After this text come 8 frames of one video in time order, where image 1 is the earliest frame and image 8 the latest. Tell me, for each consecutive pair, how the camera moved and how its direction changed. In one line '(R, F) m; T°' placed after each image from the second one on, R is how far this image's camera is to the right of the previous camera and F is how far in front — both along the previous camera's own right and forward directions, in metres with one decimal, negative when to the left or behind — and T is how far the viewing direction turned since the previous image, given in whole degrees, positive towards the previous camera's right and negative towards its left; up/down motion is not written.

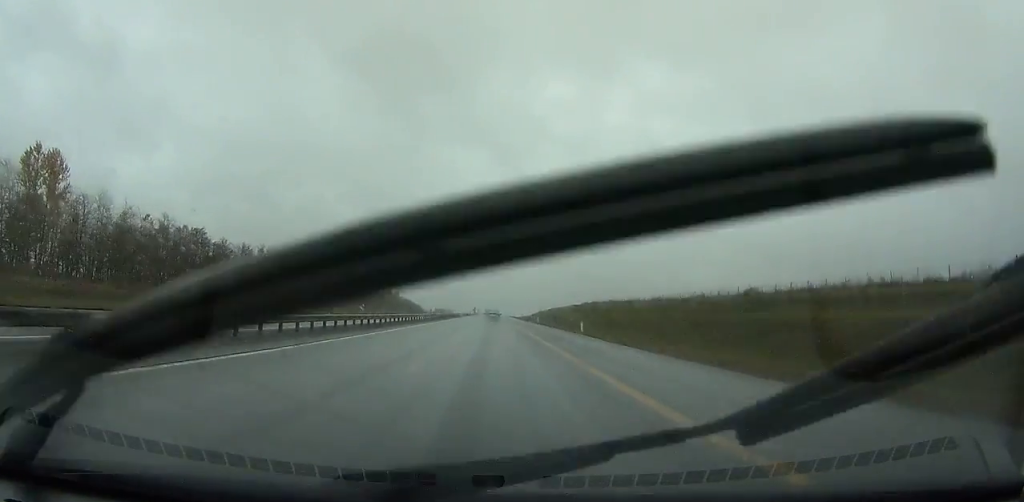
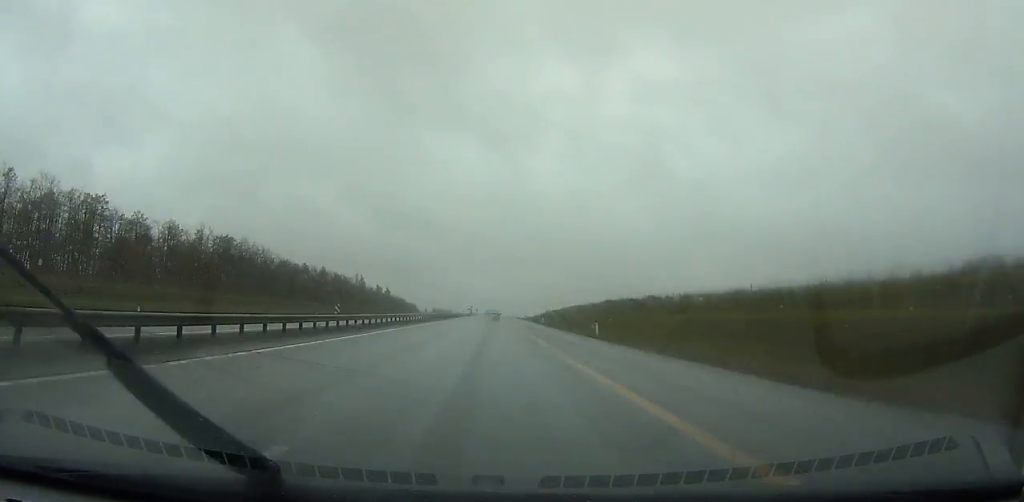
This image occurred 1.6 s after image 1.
(+0.1, +45.4) m; 0°
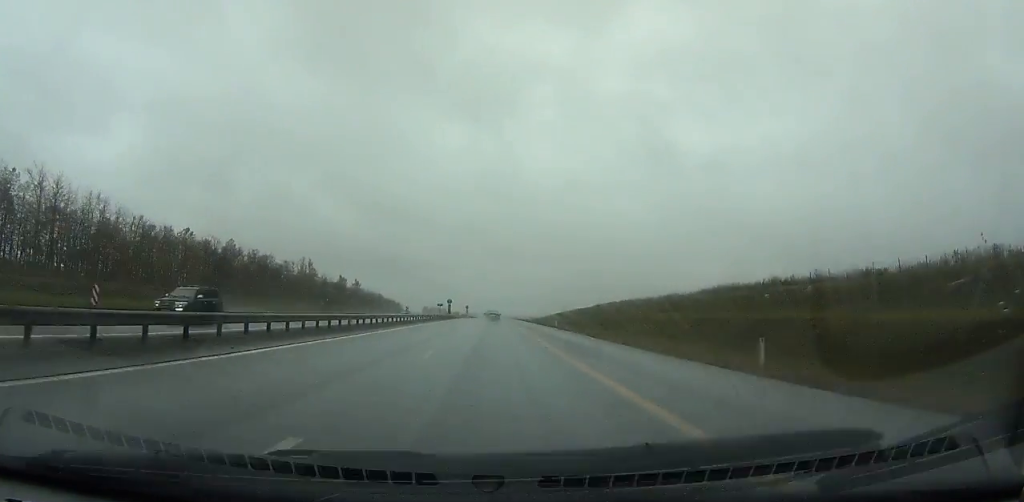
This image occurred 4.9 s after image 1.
(+0.1, +94.5) m; 0°
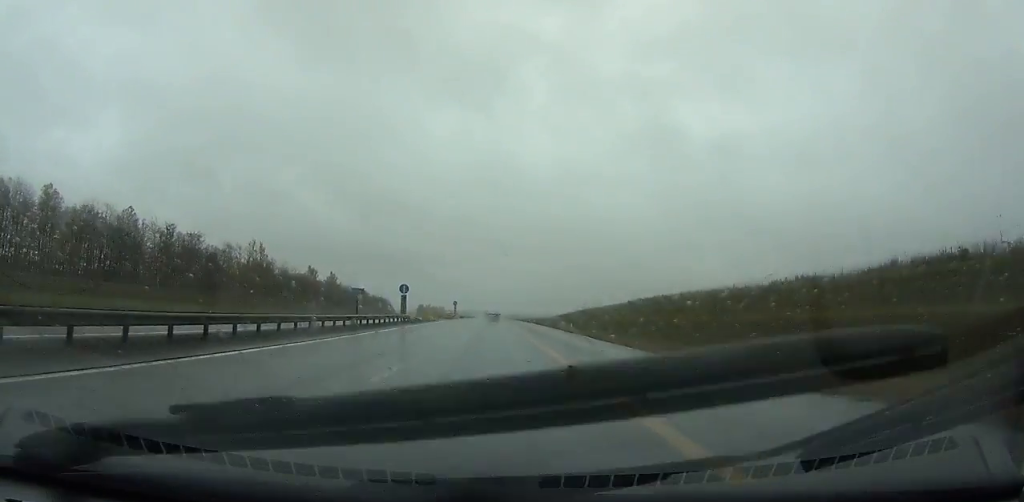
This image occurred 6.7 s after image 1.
(0.0, +51.9) m; 0°
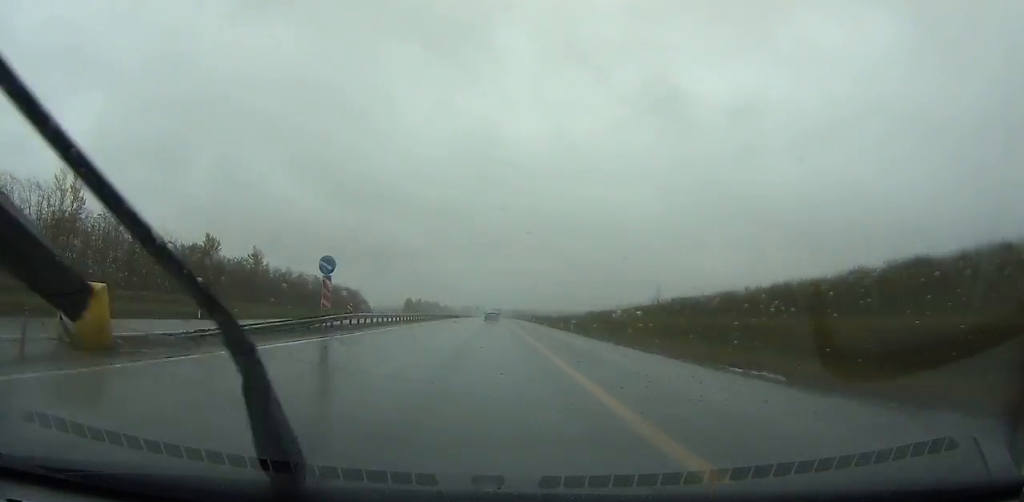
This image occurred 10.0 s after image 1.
(-0.1, +95.5) m; 0°
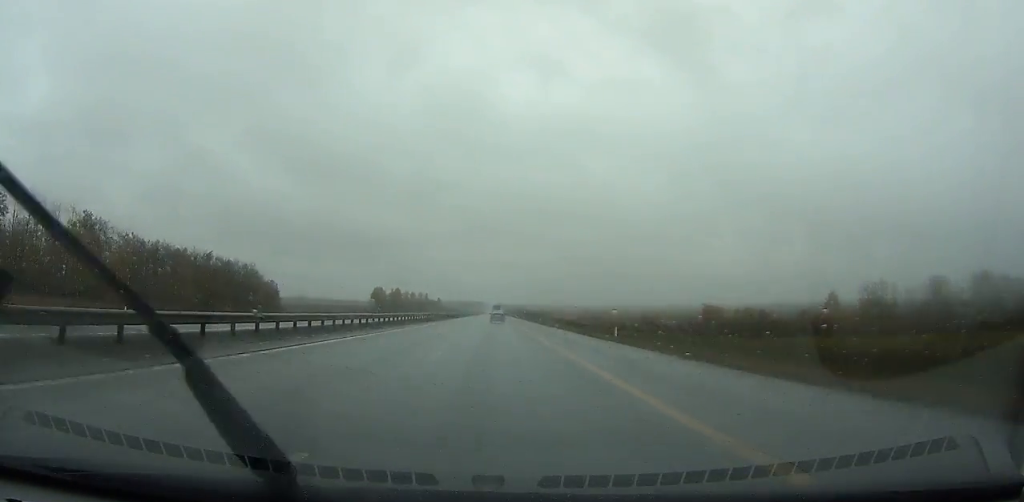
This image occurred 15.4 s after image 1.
(-0.3, +156.2) m; 0°
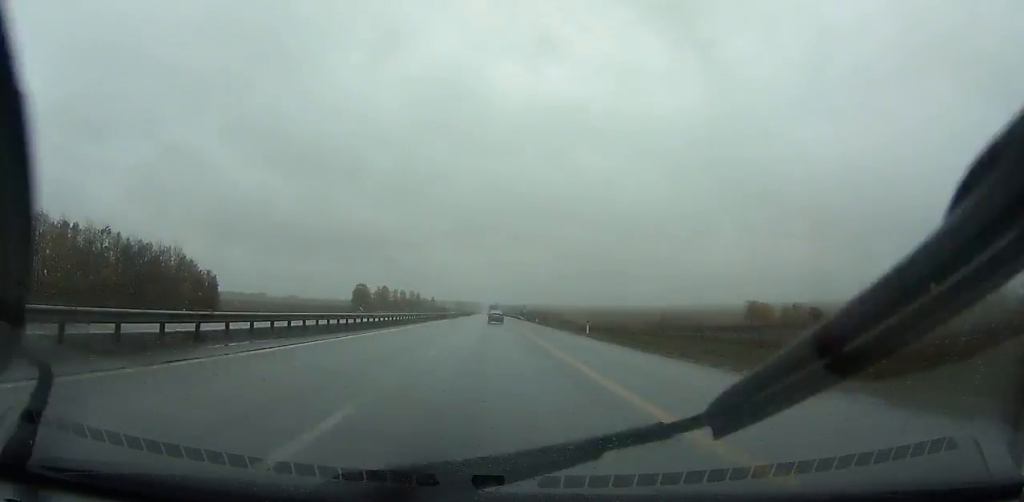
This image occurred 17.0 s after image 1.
(+0.1, +46.6) m; 0°
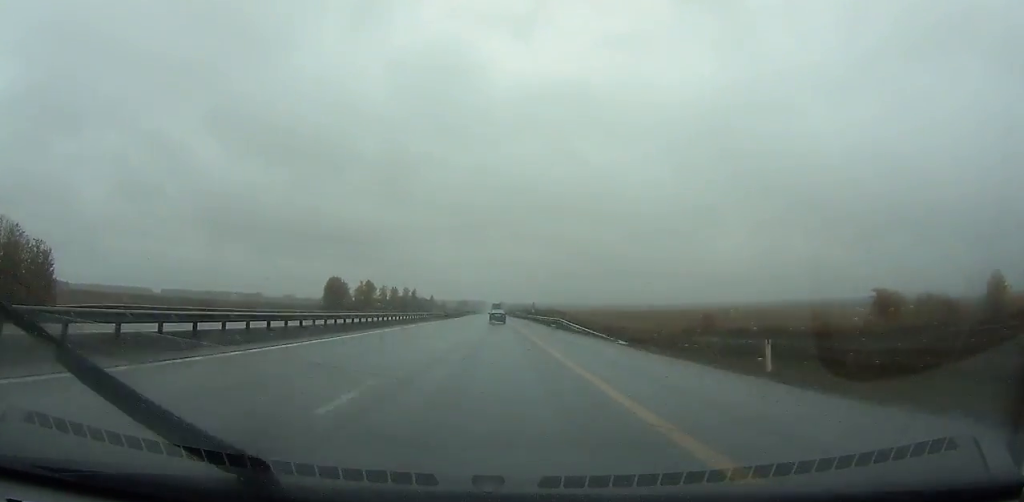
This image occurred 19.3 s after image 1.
(+0.1, +67.2) m; 0°
